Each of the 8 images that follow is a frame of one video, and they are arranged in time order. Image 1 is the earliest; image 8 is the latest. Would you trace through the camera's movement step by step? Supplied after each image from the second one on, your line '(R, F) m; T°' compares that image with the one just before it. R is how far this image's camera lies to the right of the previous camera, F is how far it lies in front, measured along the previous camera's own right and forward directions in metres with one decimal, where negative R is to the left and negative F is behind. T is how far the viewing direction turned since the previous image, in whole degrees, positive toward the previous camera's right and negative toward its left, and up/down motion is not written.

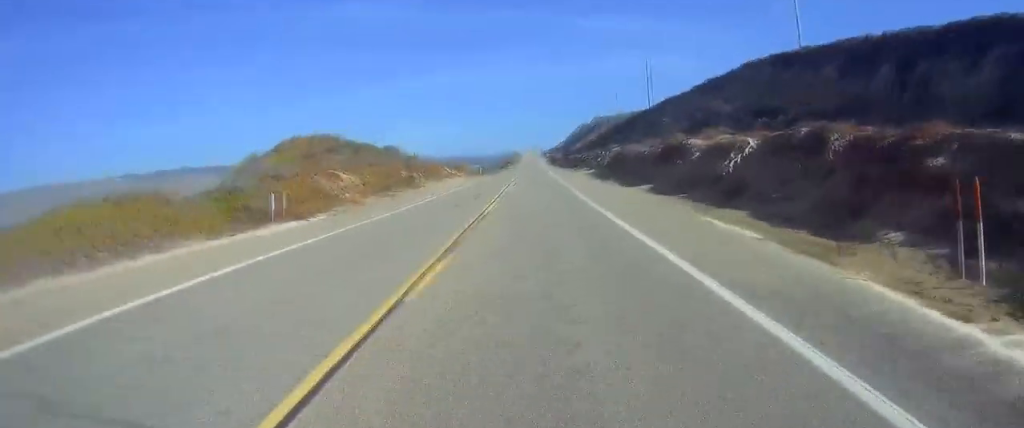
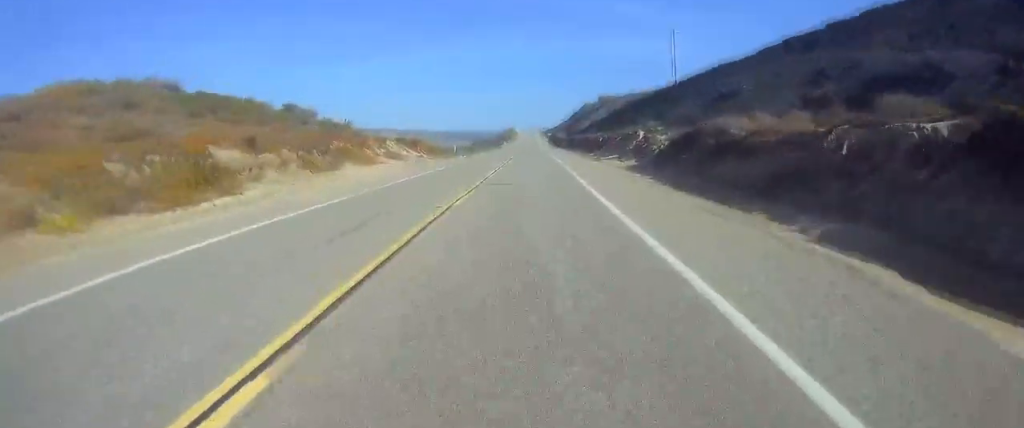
(0.0, +36.3) m; 0°
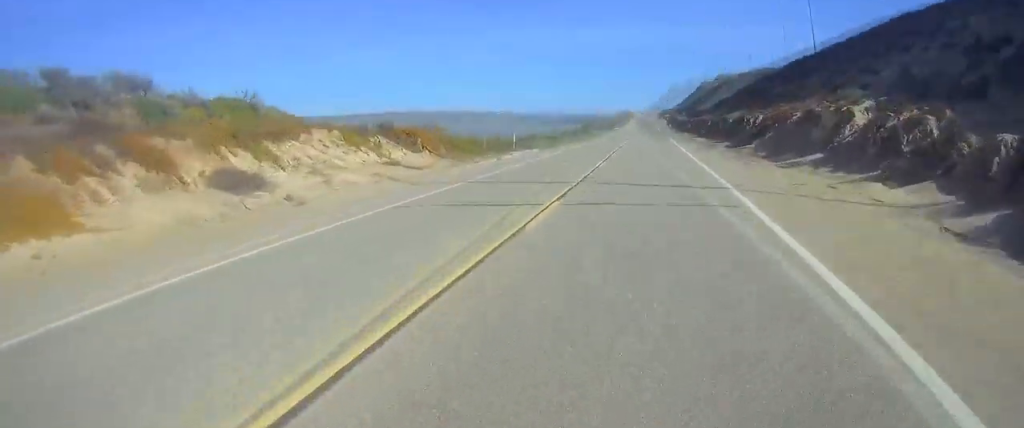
(-0.1, +34.2) m; -1°
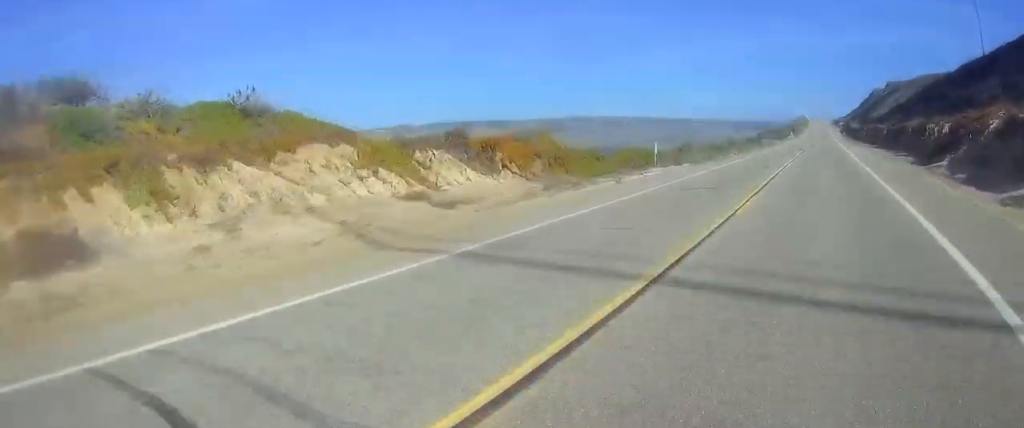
(-0.1, +10.7) m; 0°
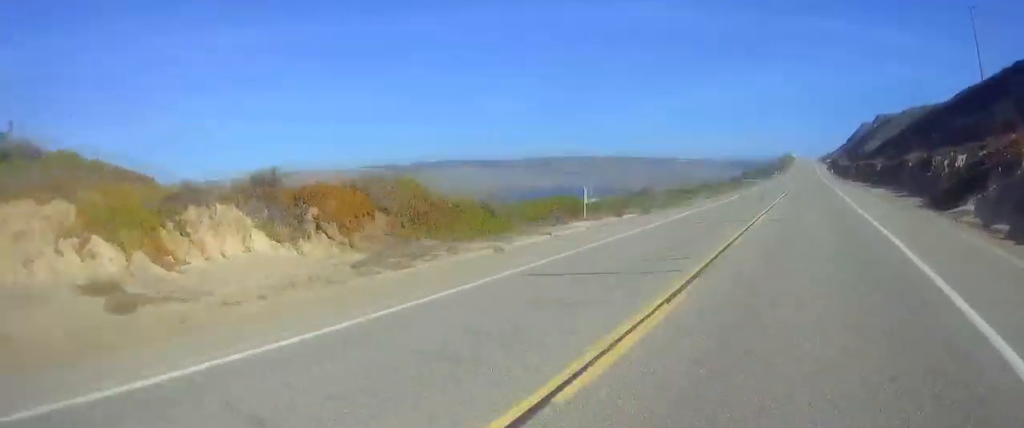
(0.0, +8.6) m; 0°
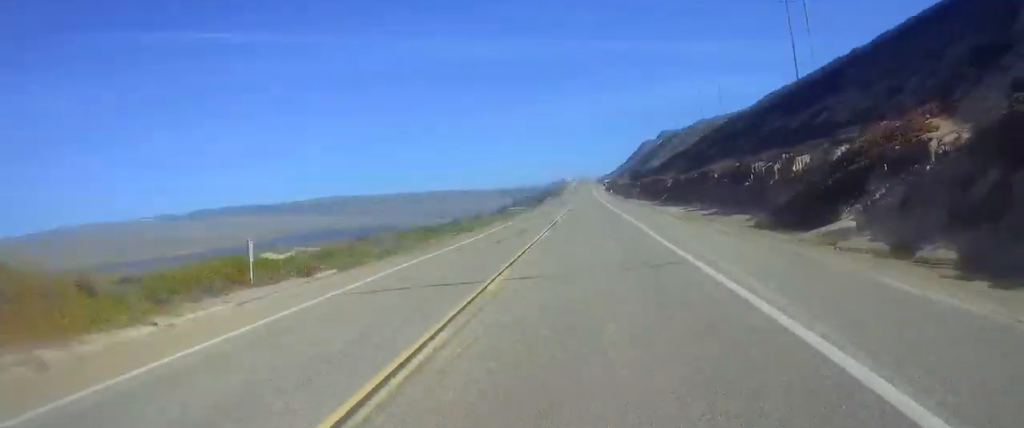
(+0.1, +8.7) m; 0°
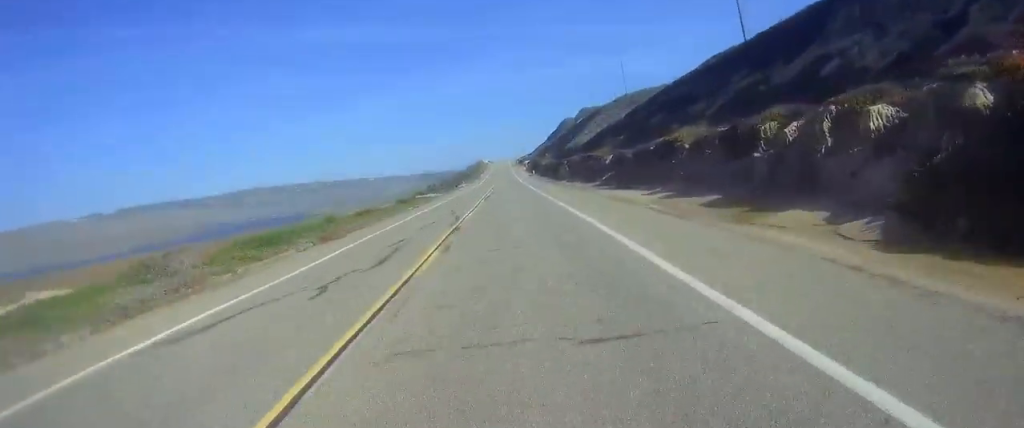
(+0.1, +14.6) m; 0°
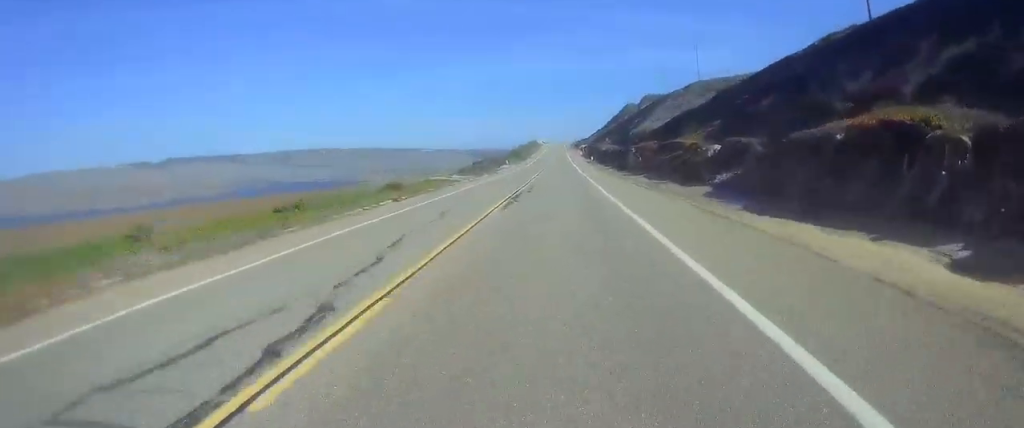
(-0.1, +22.9) m; -1°
